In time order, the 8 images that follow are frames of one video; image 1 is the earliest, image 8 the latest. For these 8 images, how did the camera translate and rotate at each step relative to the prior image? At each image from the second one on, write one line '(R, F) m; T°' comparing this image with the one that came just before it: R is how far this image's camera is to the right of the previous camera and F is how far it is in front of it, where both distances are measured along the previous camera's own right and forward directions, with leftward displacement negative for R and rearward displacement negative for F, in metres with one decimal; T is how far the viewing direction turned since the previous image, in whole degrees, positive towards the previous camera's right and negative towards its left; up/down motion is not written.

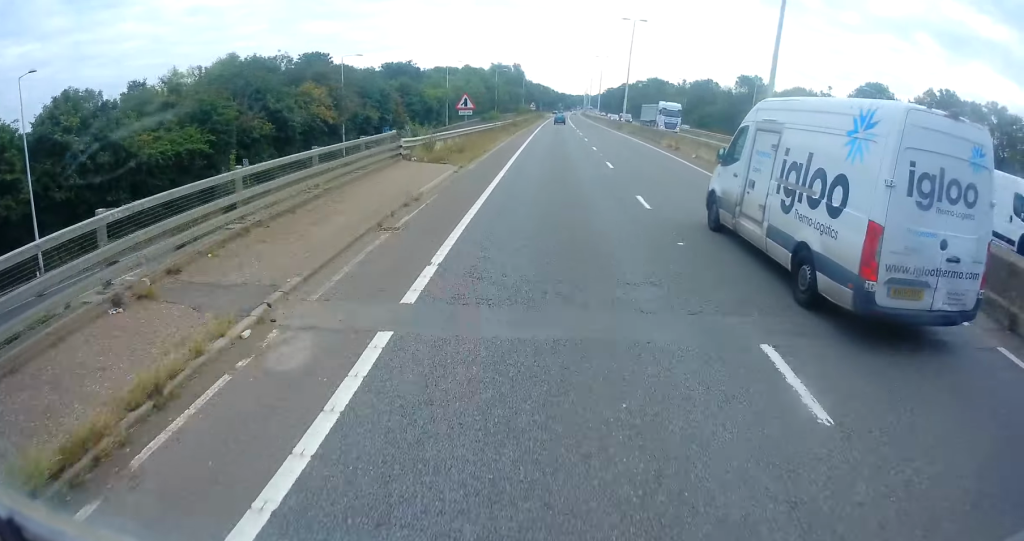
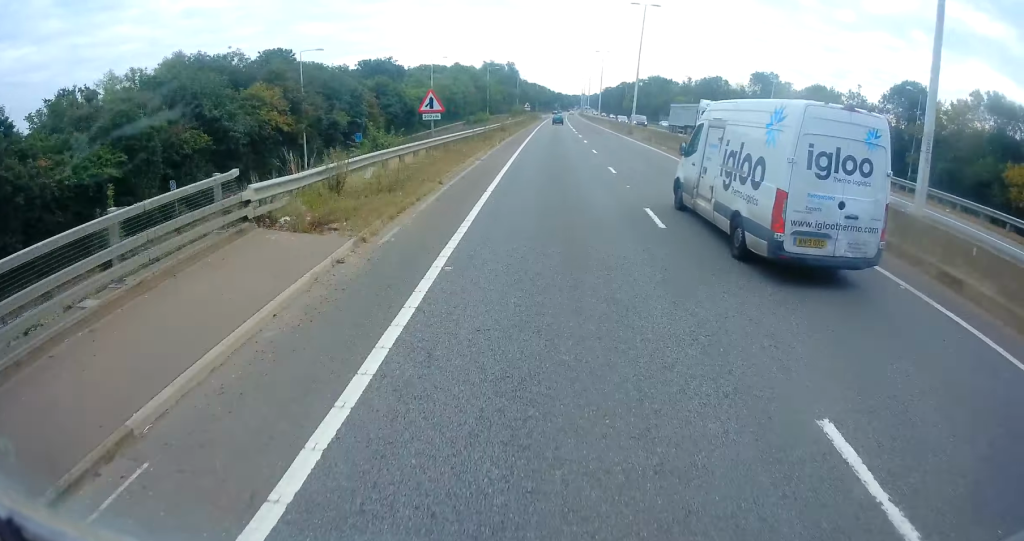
(0.0, +10.7) m; +1°
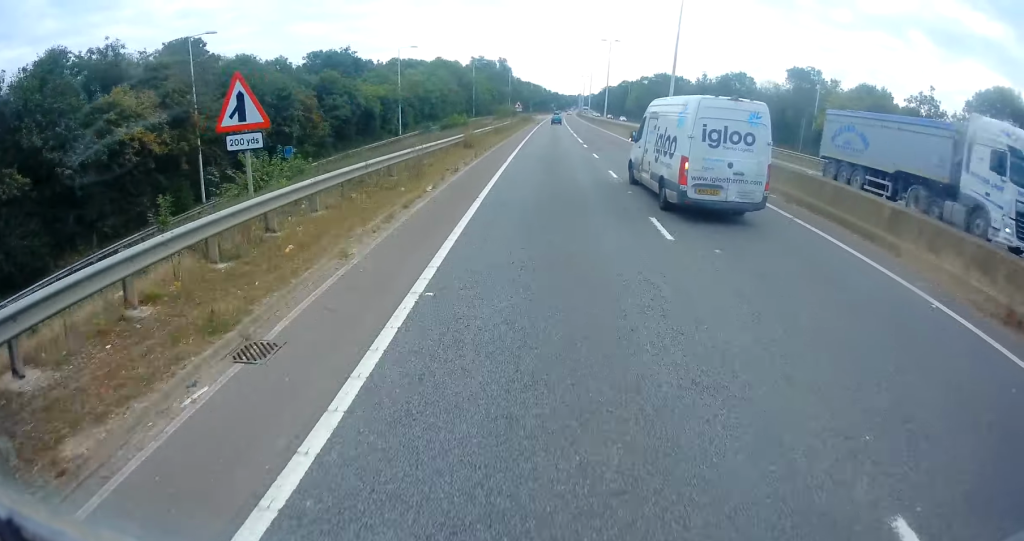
(+0.1, +18.9) m; +1°
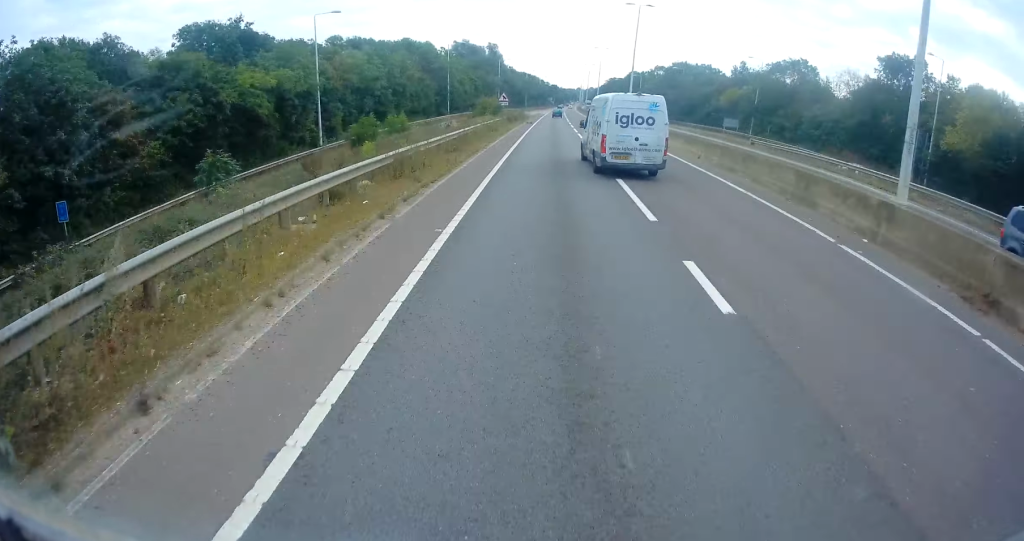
(+0.2, +28.0) m; 0°
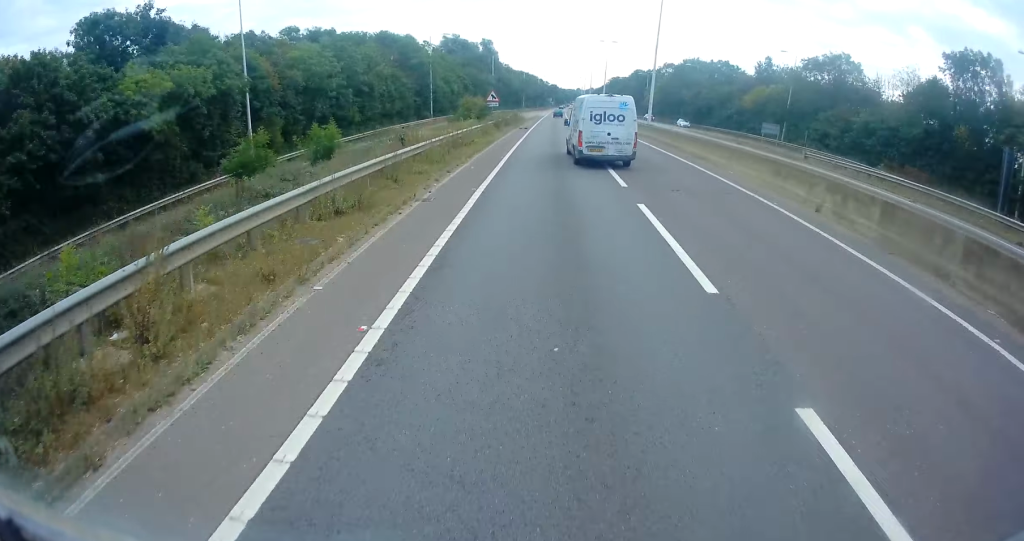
(-0.1, +13.2) m; 0°
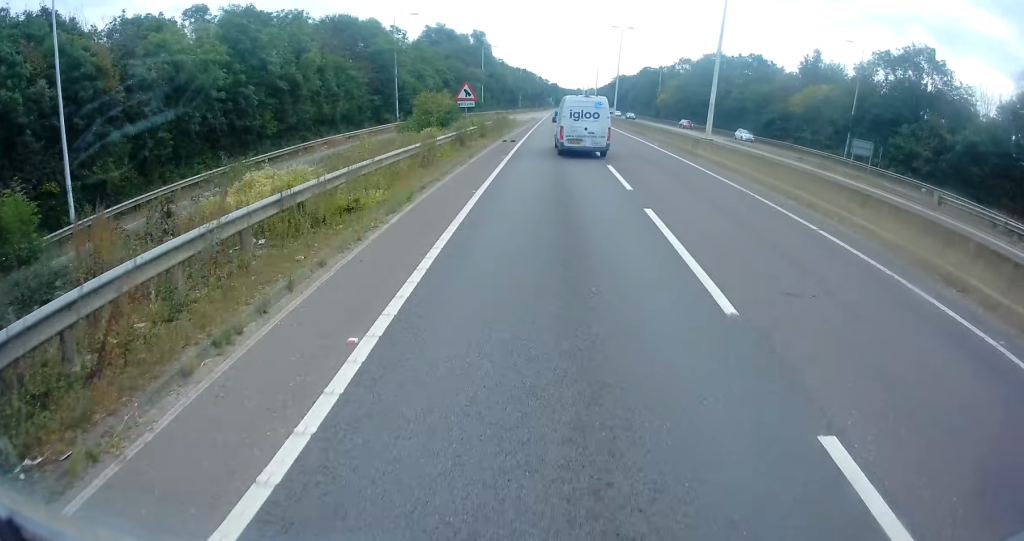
(0.0, +18.2) m; 0°
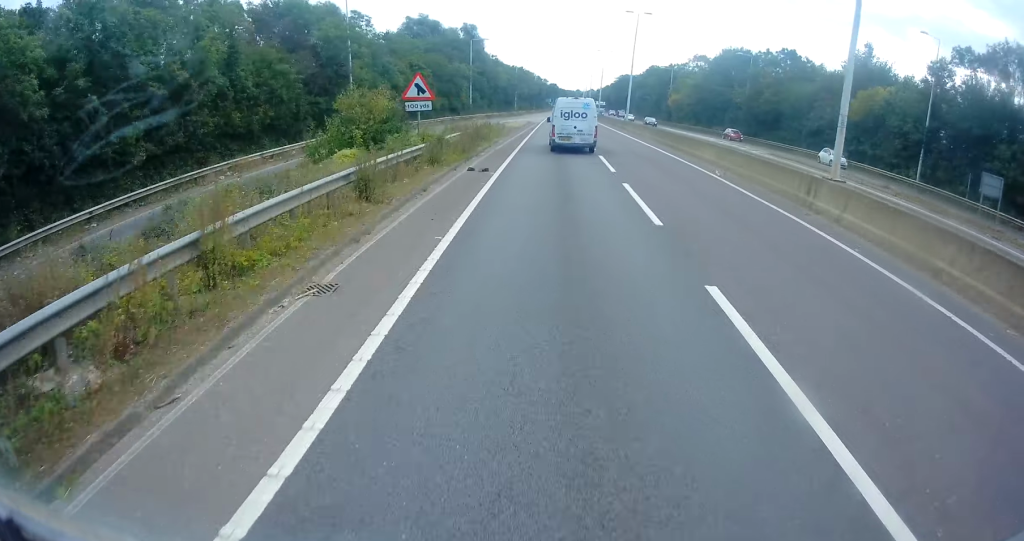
(0.0, +14.1) m; 0°
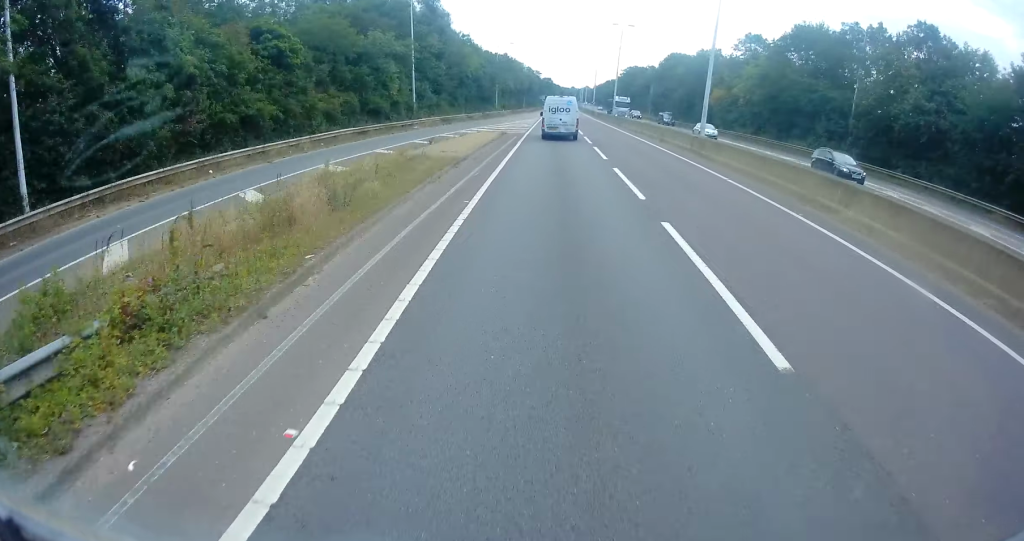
(0.0, +34.1) m; +1°
